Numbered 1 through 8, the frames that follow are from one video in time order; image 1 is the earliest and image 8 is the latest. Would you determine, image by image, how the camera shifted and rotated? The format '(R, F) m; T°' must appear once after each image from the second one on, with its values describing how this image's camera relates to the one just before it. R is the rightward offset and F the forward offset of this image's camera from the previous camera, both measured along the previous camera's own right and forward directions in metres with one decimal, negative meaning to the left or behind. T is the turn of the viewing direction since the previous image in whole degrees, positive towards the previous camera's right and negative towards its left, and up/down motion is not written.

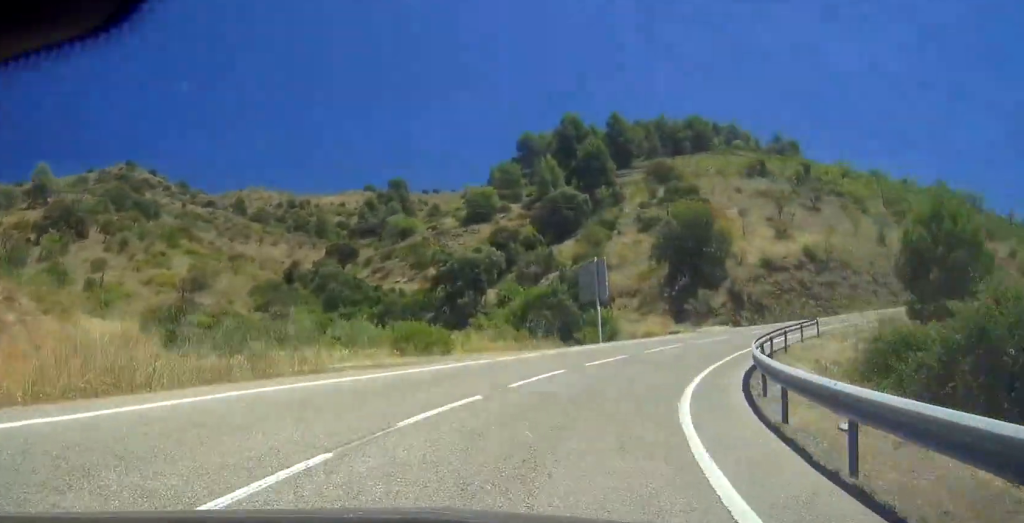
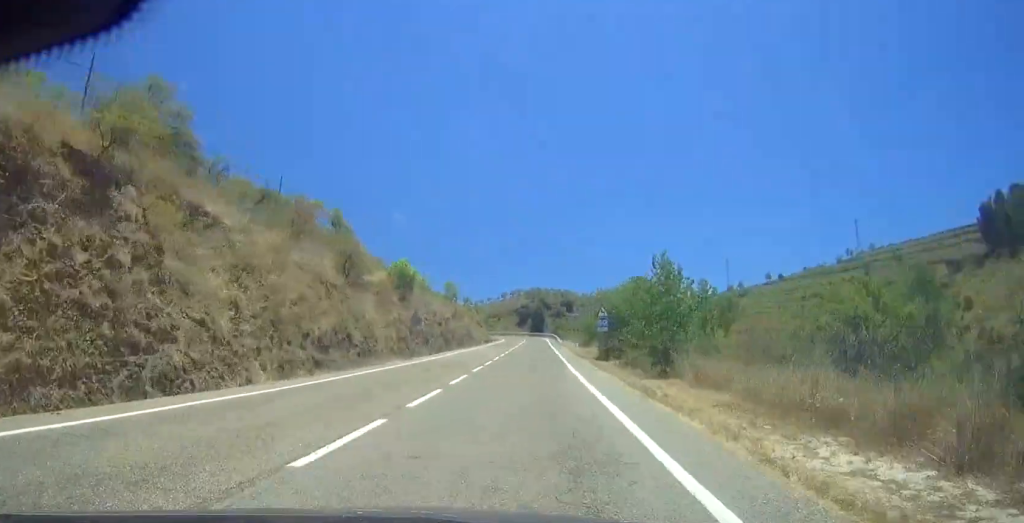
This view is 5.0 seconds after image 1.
(+18.4, +58.3) m; +34°
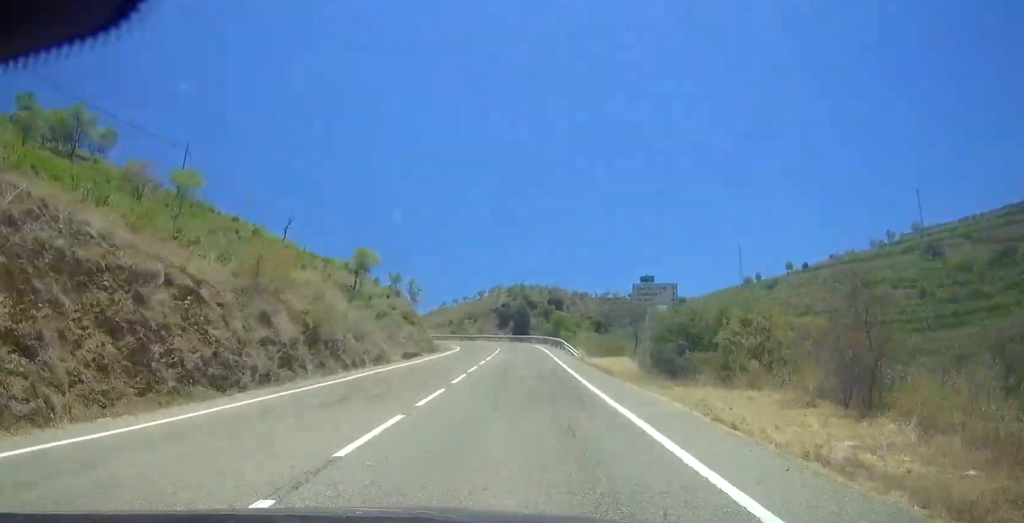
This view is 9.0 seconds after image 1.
(+10.6, +56.5) m; +8°
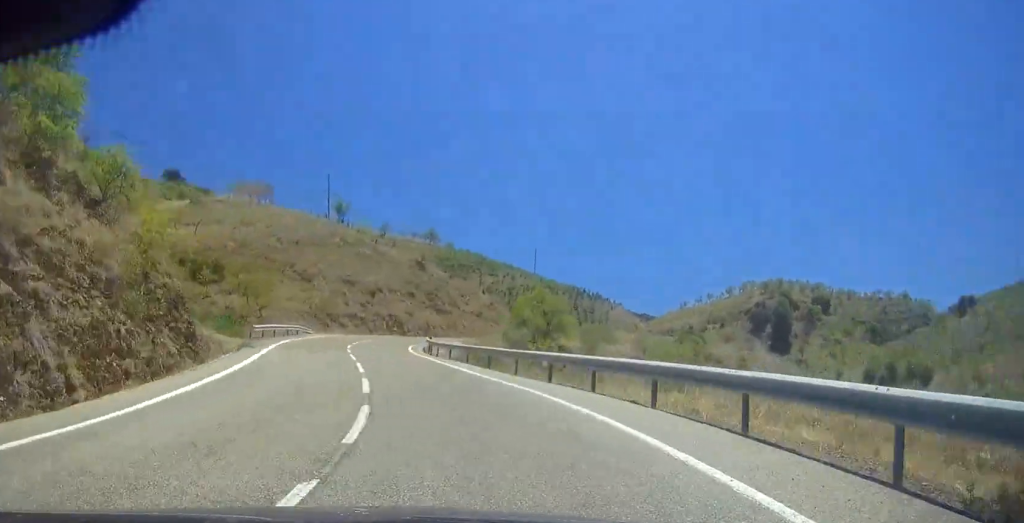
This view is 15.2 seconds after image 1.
(-7.8, +87.0) m; -16°
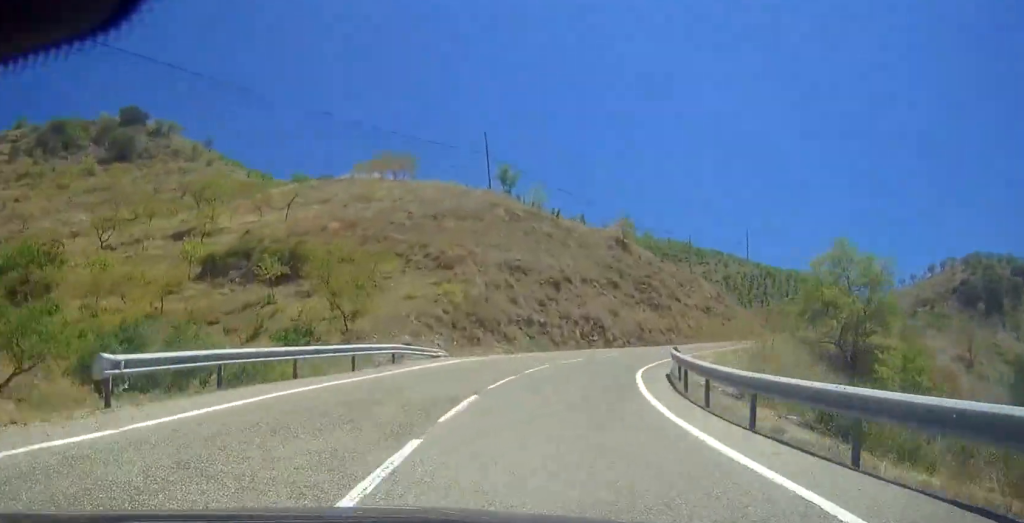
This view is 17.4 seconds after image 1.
(-6.0, +29.9) m; +3°
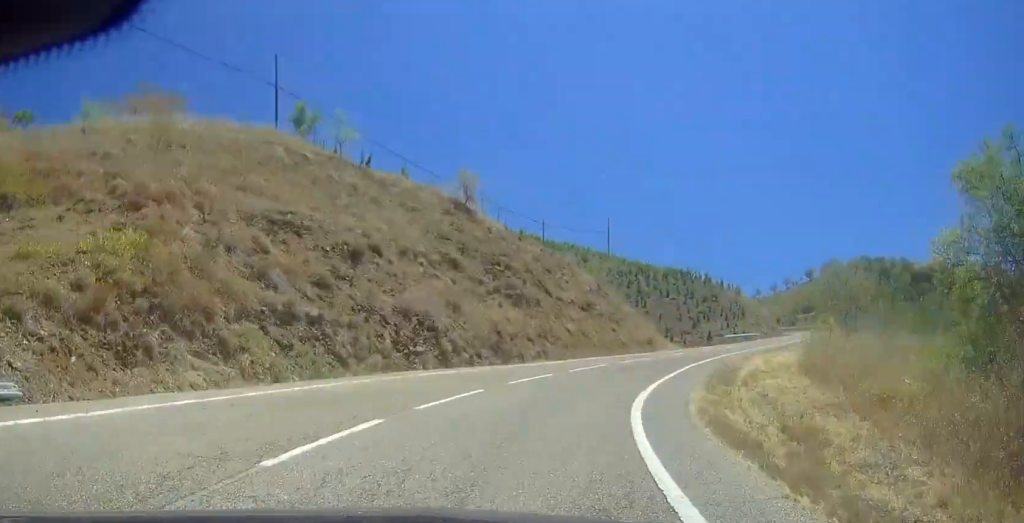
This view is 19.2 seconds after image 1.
(-2.6, +23.0) m; +4°
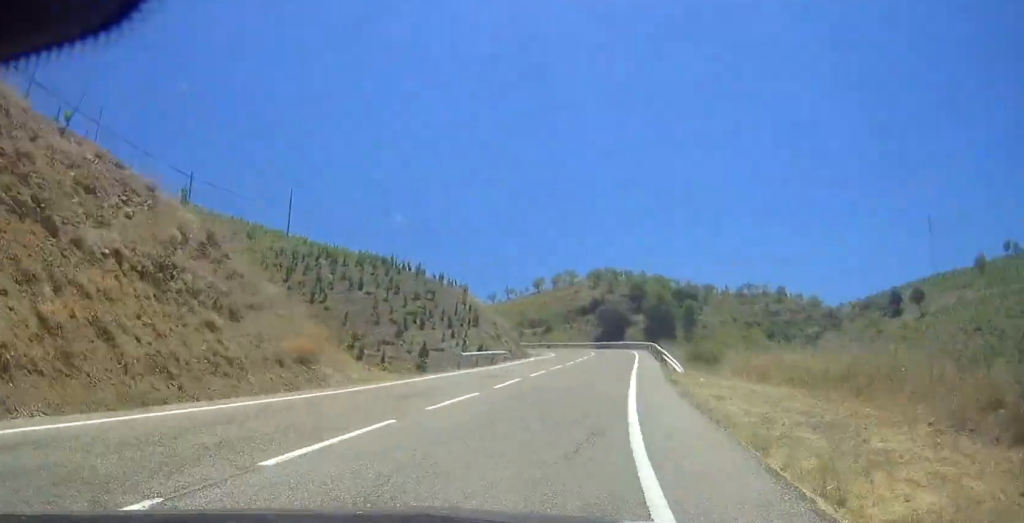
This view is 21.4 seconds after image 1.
(+7.8, +29.4) m; +9°
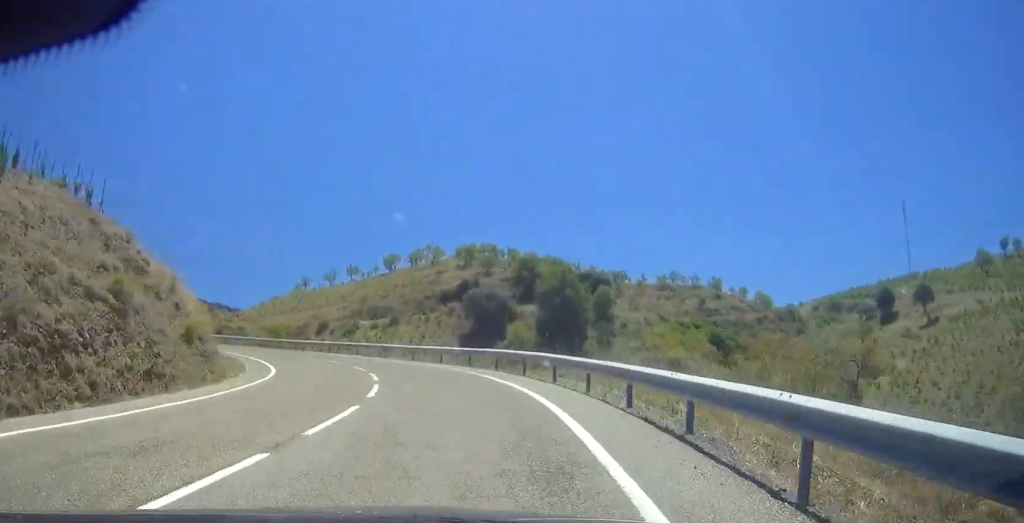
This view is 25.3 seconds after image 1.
(+4.9, +51.5) m; -6°
